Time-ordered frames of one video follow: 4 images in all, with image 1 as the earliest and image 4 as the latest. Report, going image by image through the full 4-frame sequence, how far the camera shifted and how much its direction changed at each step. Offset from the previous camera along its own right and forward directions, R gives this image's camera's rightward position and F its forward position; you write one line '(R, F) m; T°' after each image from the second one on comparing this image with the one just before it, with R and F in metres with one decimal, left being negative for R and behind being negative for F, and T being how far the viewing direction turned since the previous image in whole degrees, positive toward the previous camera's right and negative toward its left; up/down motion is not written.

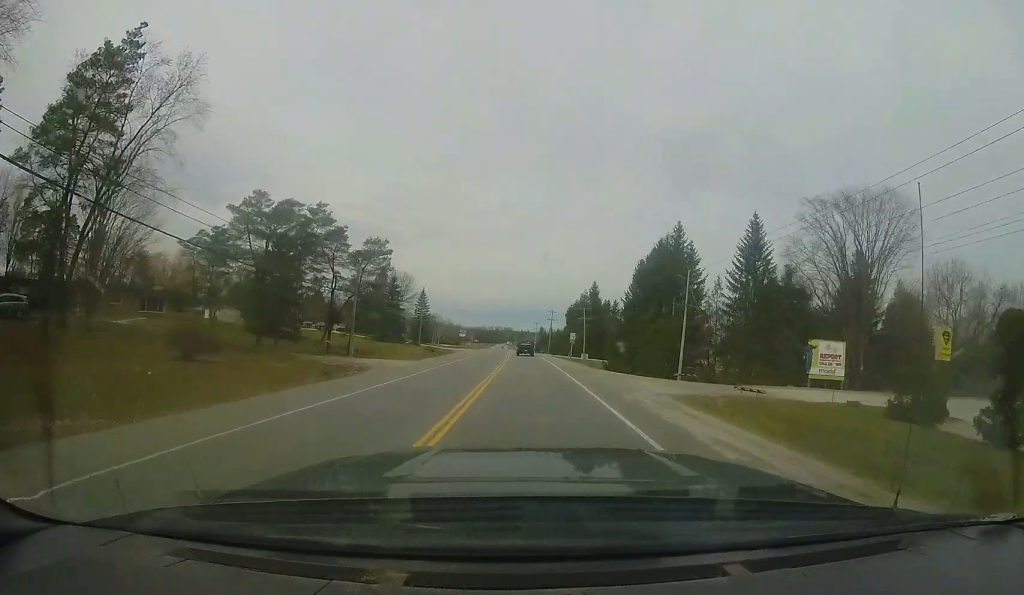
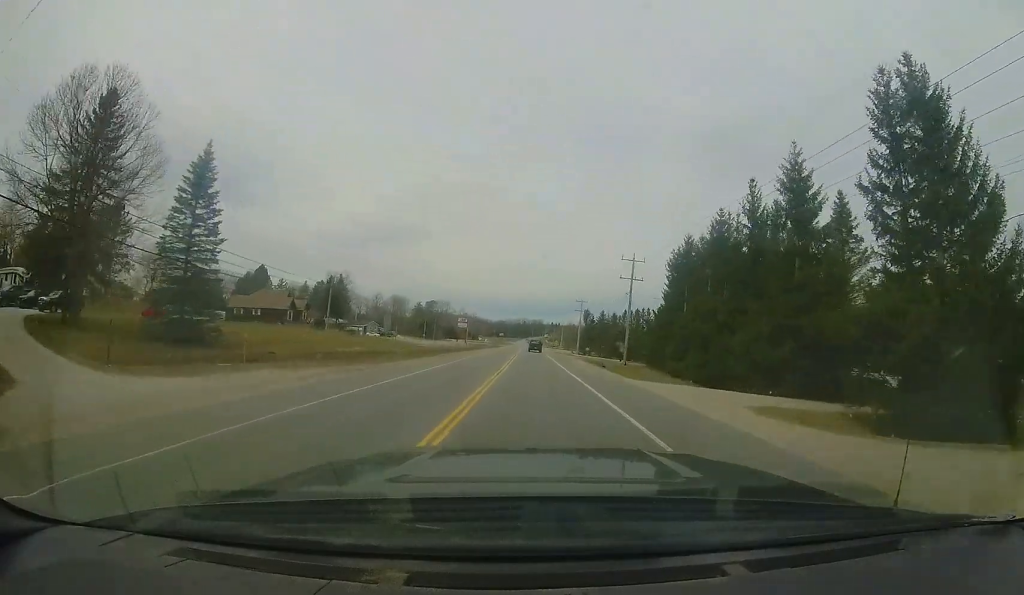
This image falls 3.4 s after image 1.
(-1.5, +68.3) m; -3°
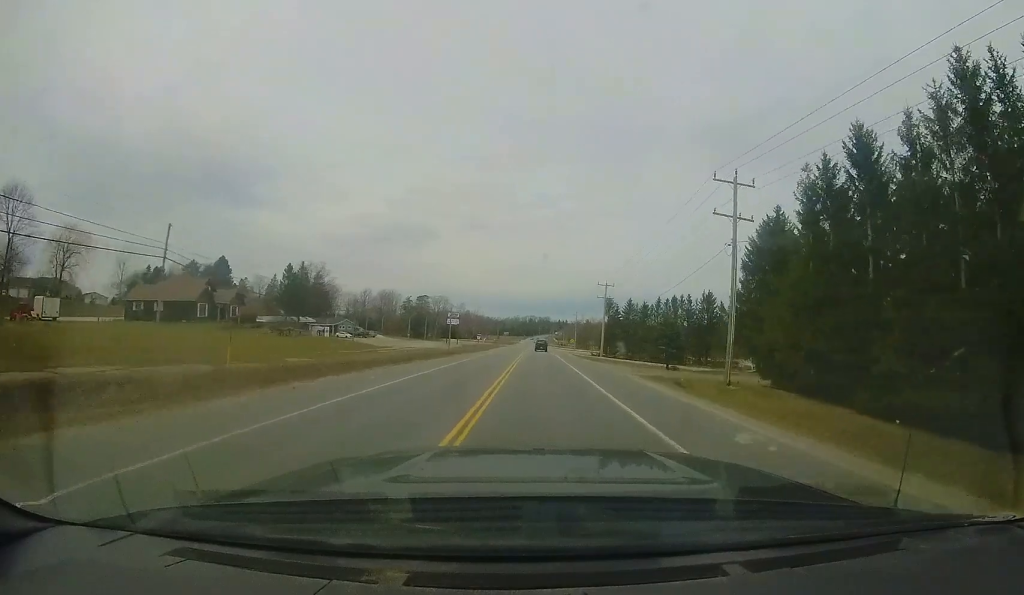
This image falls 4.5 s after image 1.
(-0.8, +23.3) m; -3°
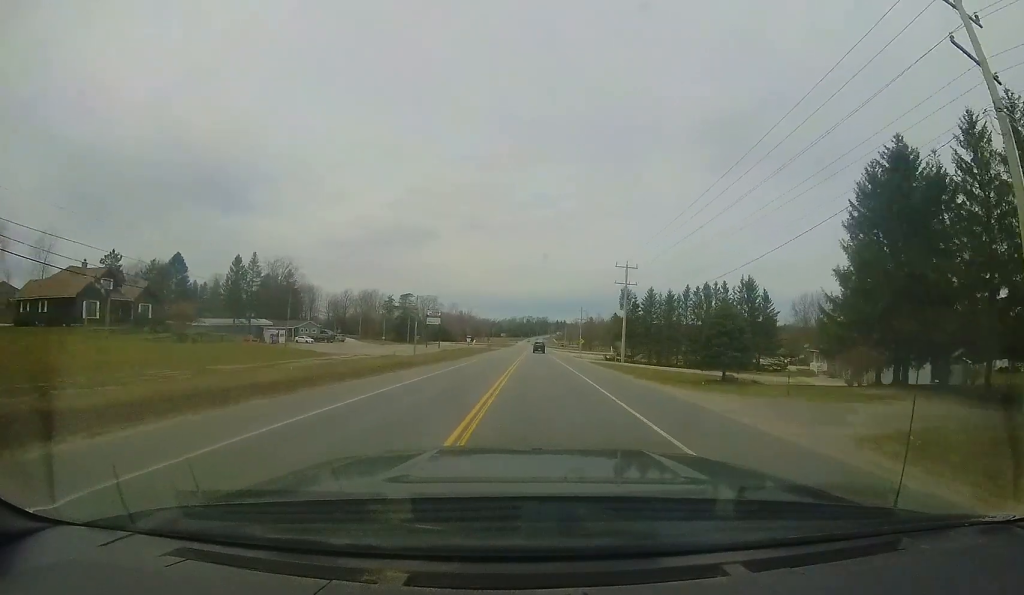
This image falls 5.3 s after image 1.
(+0.1, +16.7) m; -2°
